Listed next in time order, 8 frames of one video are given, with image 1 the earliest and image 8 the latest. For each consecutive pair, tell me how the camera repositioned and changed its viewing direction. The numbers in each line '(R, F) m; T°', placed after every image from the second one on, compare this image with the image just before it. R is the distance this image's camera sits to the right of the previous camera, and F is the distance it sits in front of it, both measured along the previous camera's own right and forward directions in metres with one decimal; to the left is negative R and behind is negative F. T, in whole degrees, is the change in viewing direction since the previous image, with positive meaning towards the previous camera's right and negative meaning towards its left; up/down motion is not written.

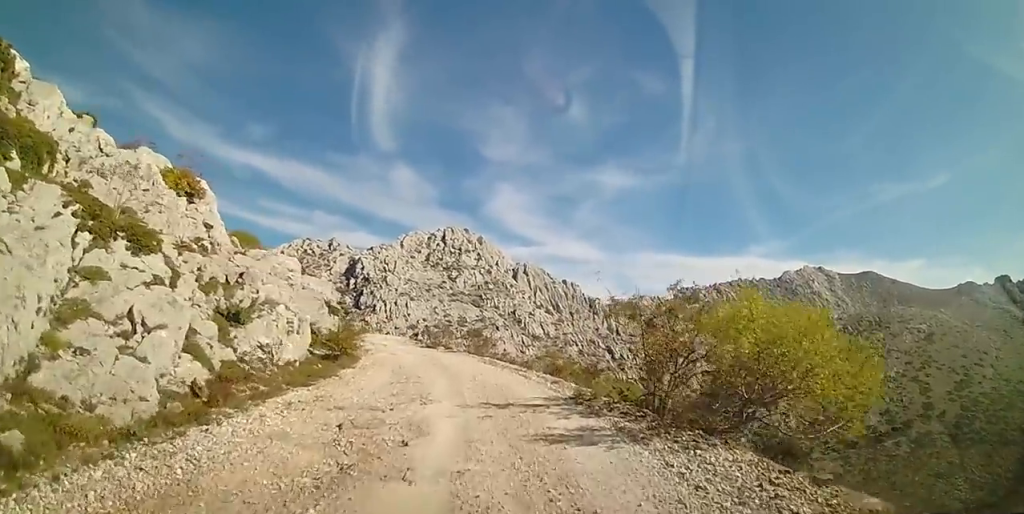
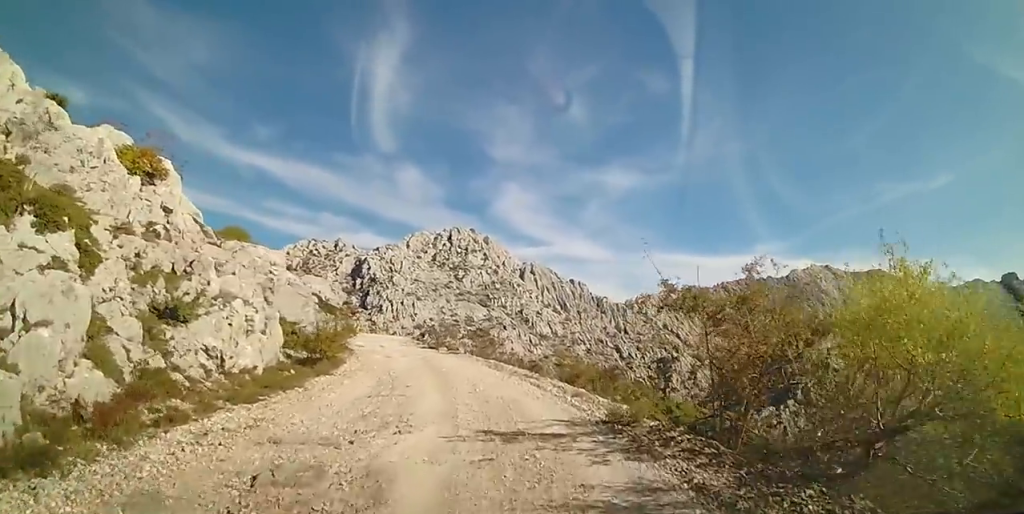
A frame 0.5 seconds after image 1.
(+0.4, +2.7) m; 0°
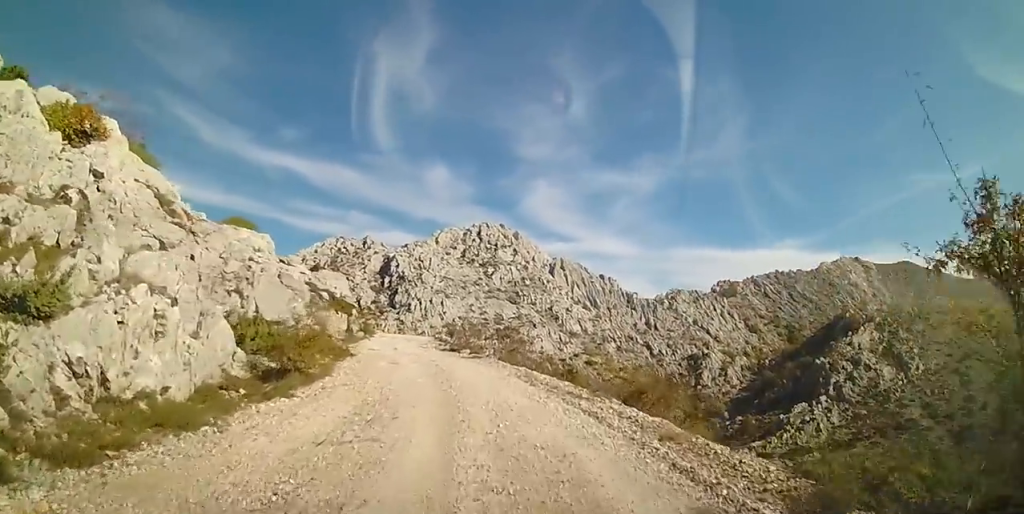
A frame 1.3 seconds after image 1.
(-0.4, +4.2) m; -6°
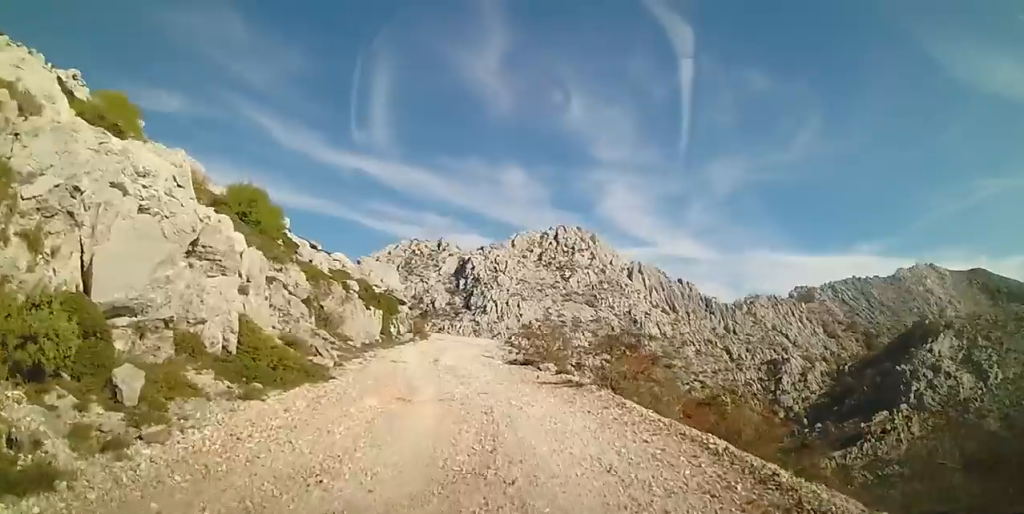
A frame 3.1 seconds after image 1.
(-1.2, +10.0) m; -13°
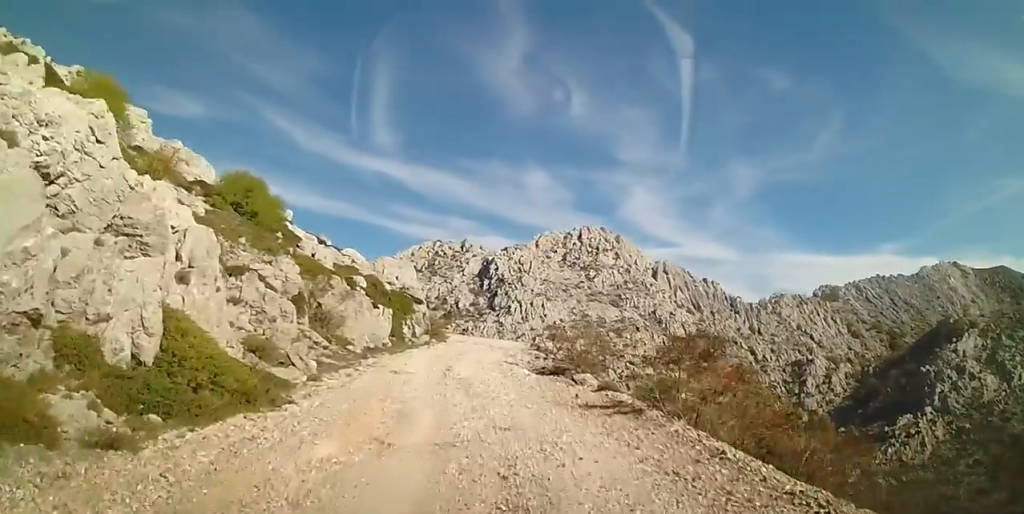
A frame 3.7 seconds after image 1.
(-0.2, +3.2) m; -3°
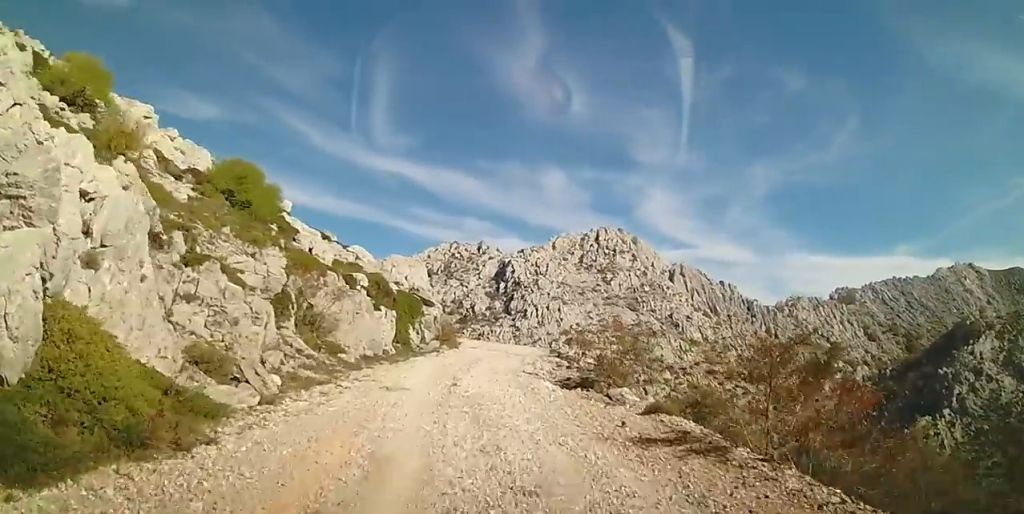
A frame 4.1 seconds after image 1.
(0.0, +2.6) m; 0°
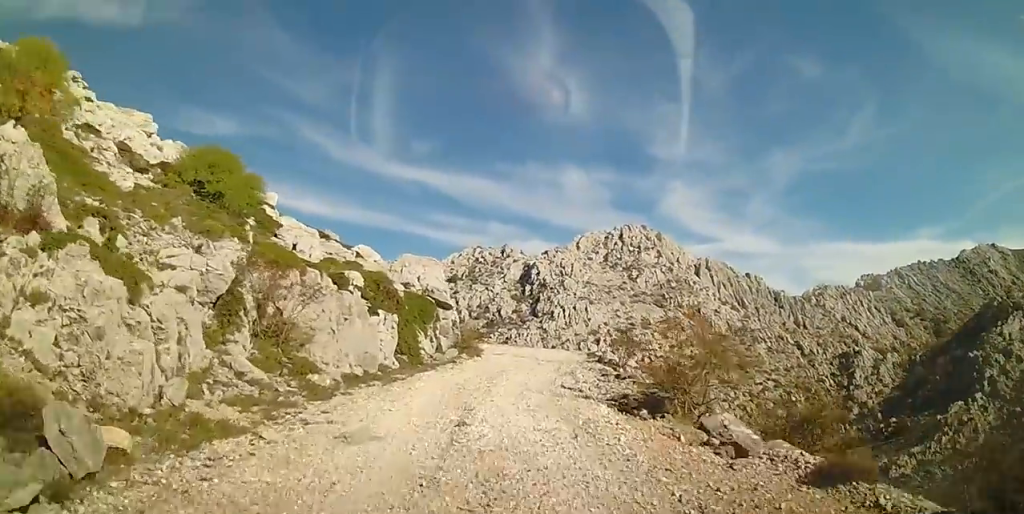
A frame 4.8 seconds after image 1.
(0.0, +4.5) m; 0°
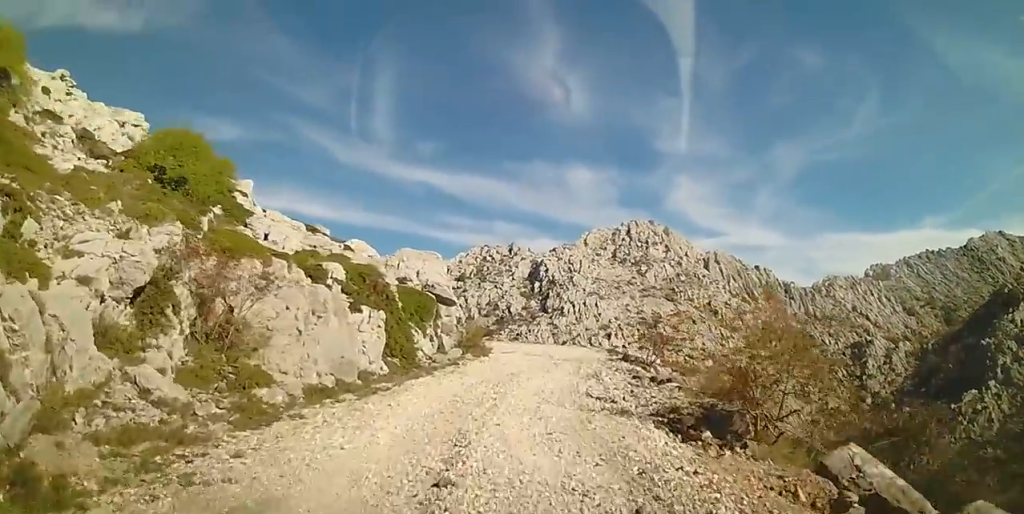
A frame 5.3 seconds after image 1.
(0.0, +3.0) m; 0°
